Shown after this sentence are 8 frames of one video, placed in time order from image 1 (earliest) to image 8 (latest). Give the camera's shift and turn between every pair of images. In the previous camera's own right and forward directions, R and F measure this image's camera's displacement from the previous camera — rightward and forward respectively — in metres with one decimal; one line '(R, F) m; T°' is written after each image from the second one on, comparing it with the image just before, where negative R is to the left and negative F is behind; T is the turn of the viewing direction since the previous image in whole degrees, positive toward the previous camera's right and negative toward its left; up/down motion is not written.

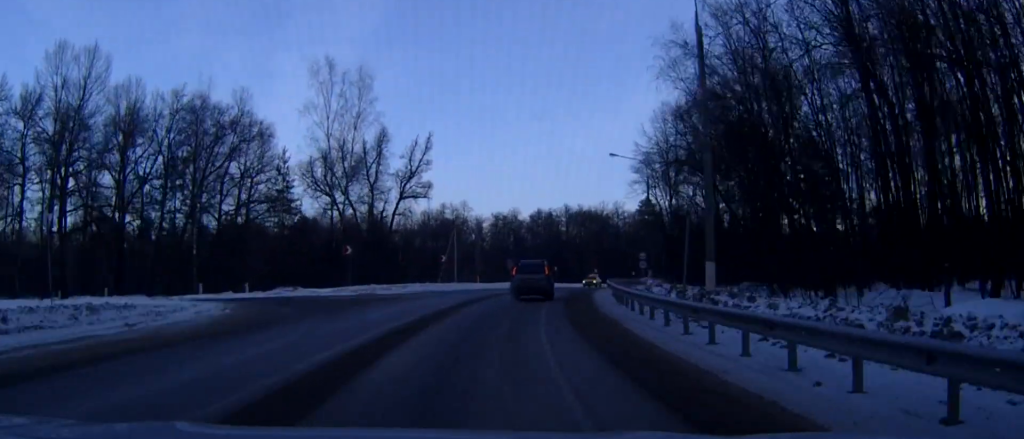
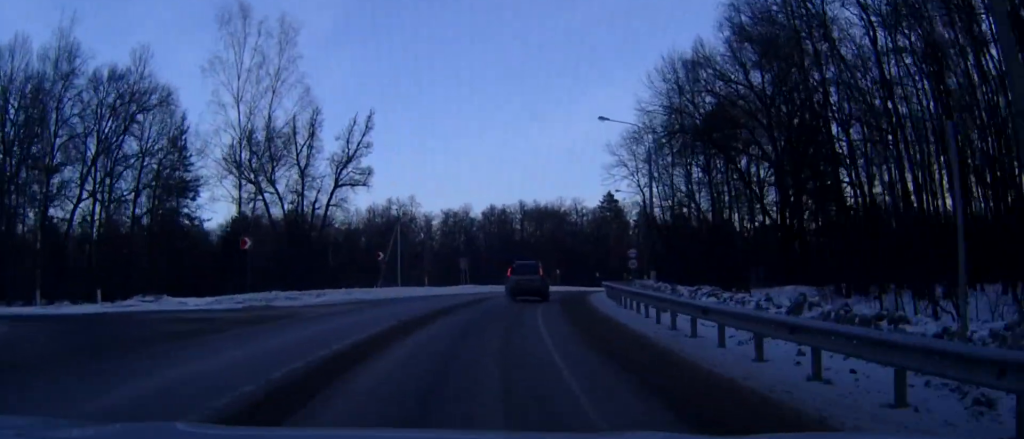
(+0.4, +13.0) m; +4°
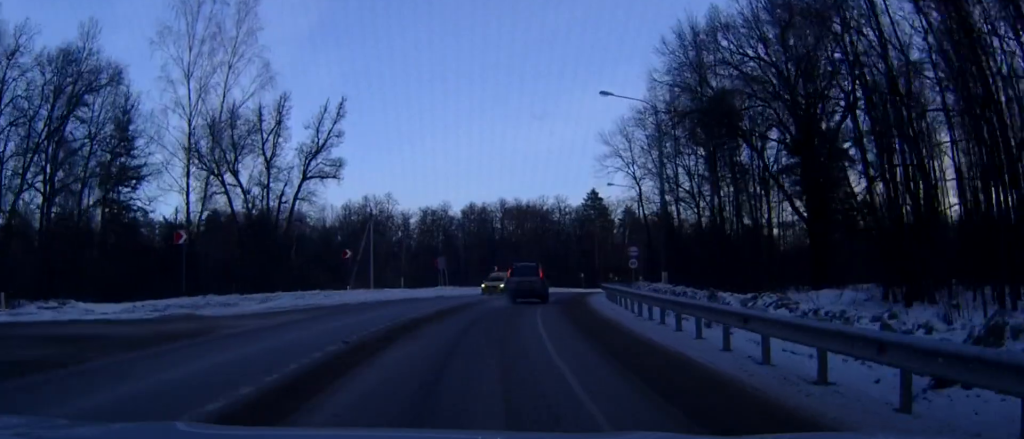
(+0.2, +6.1) m; +2°
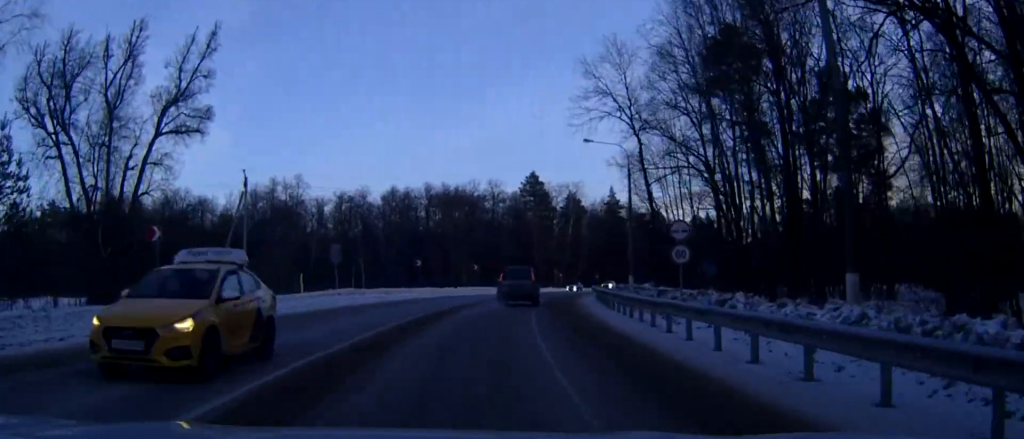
(+1.3, +21.6) m; +7°
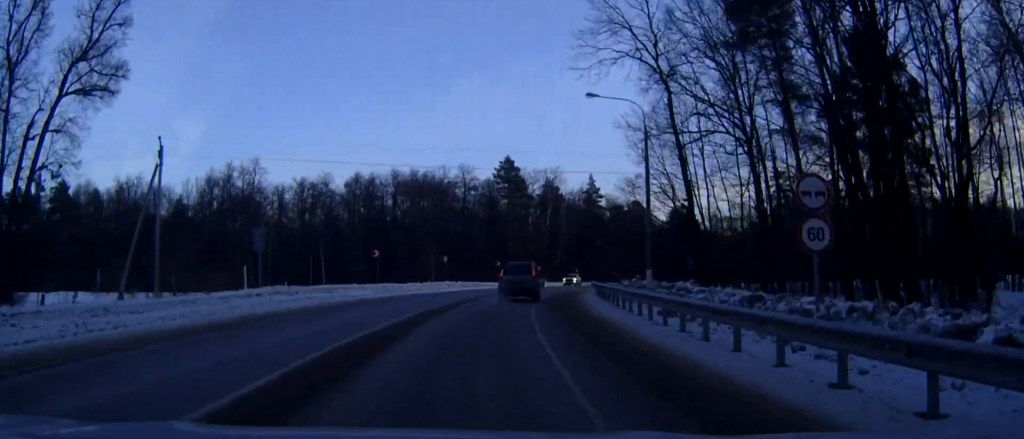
(+0.3, +11.1) m; +3°
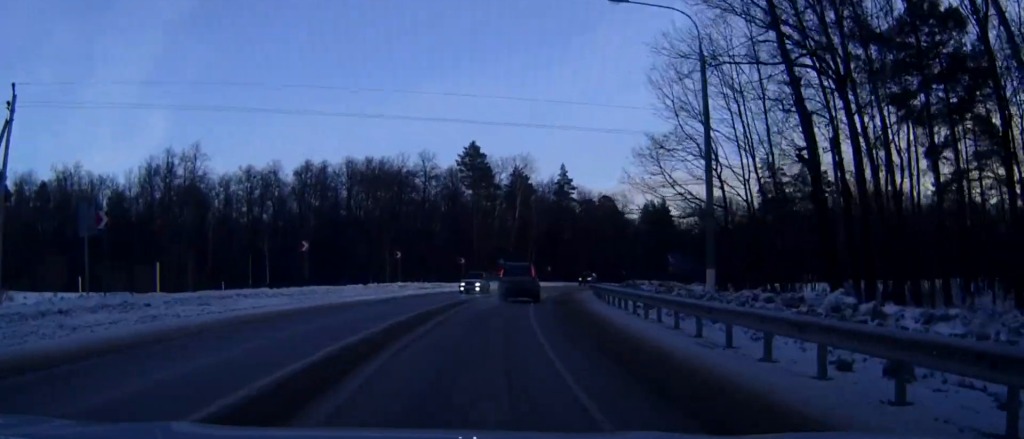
(+0.4, +13.2) m; +3°
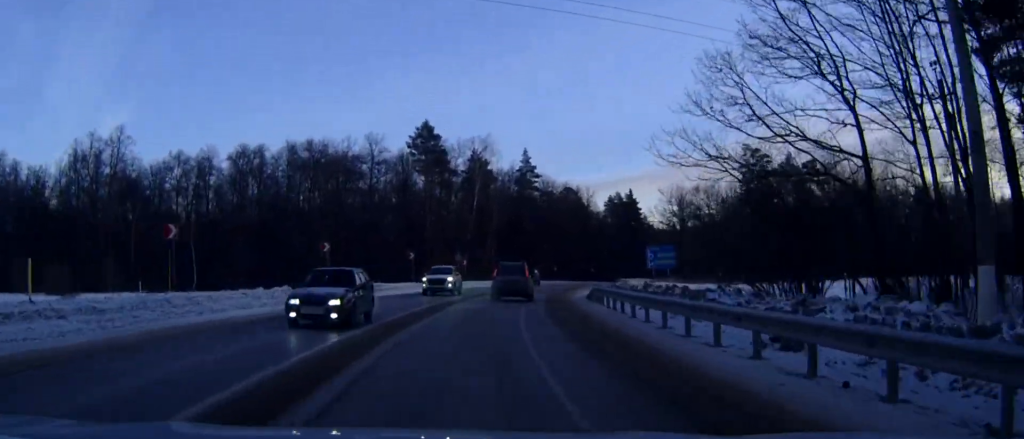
(+0.4, +14.3) m; +3°
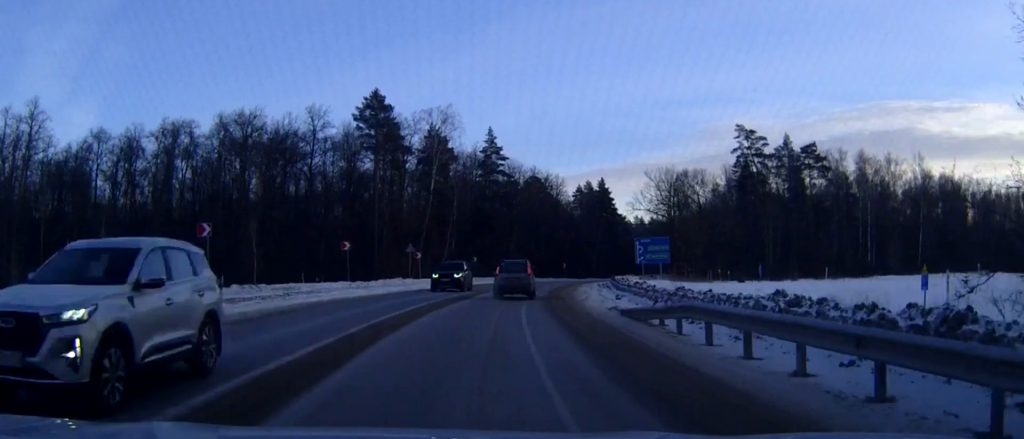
(+0.5, +16.3) m; +3°
